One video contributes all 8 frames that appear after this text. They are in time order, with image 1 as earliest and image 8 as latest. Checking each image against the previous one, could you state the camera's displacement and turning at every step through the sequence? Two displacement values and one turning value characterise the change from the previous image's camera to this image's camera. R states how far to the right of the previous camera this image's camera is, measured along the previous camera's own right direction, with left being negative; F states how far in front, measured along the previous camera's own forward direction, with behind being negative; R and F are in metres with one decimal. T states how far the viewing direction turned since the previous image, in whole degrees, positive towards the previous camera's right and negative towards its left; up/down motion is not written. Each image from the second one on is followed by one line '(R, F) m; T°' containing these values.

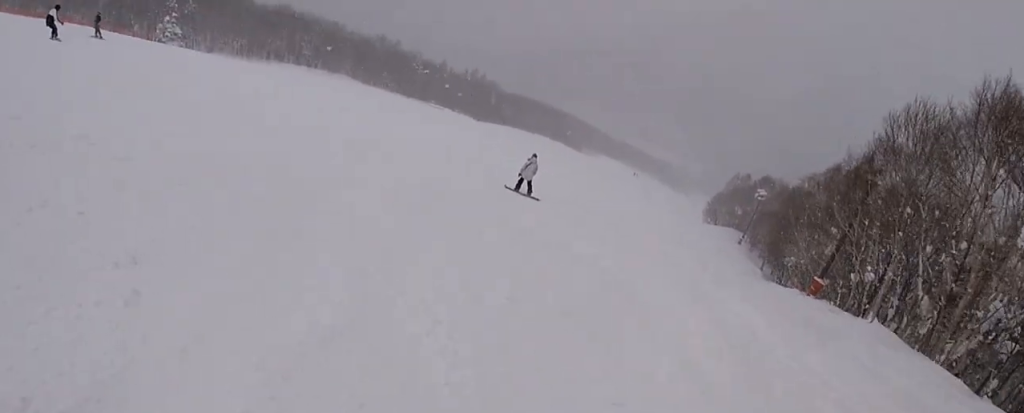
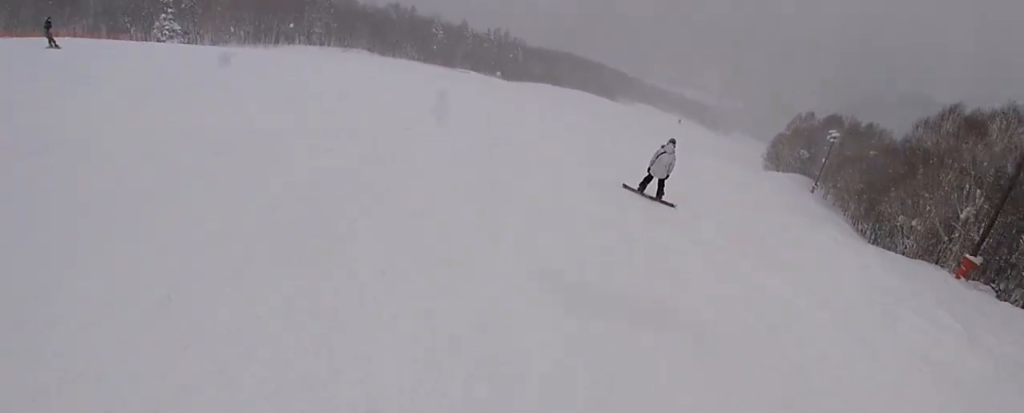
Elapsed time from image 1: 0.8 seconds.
(-0.2, +7.9) m; +6°
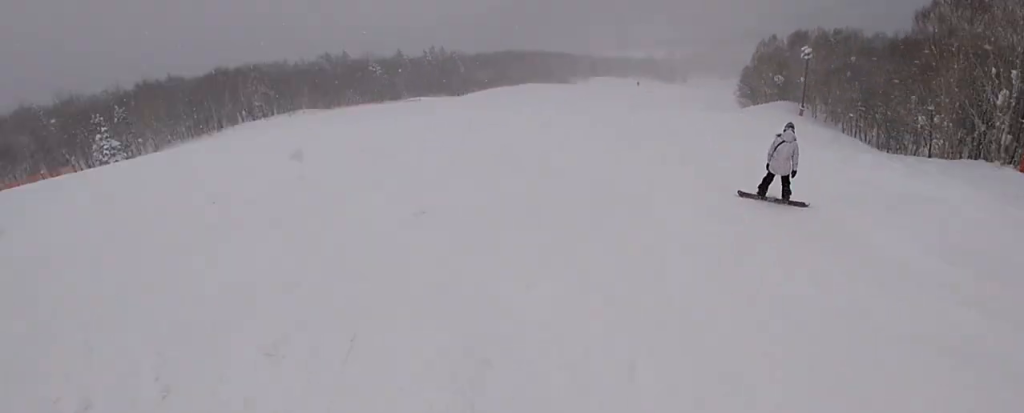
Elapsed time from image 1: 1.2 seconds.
(-0.6, +4.5) m; +6°
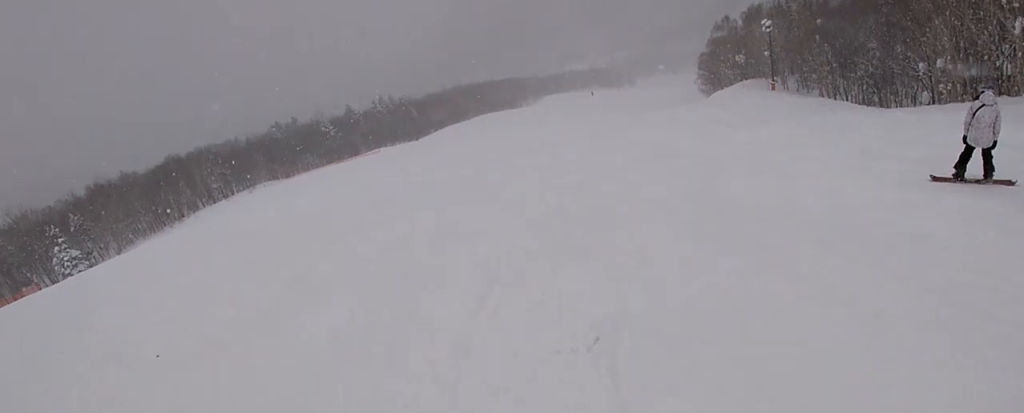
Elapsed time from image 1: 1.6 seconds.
(+1.0, +4.8) m; +9°
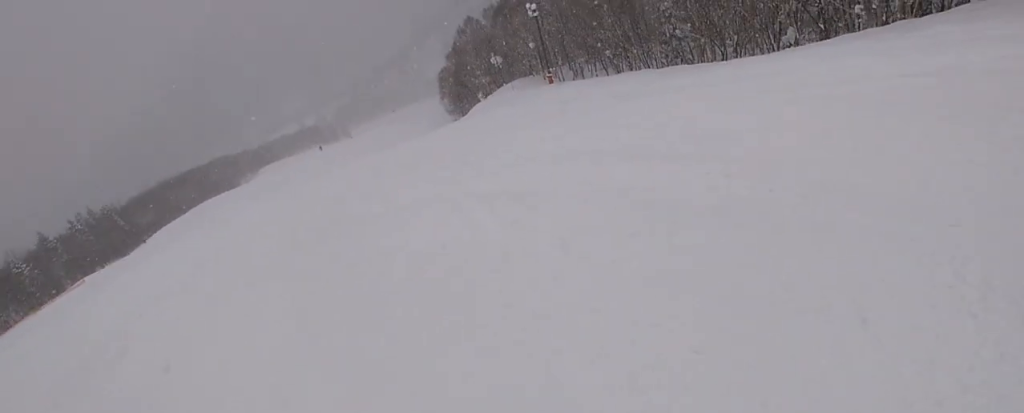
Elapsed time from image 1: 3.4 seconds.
(+5.4, +18.4) m; +33°
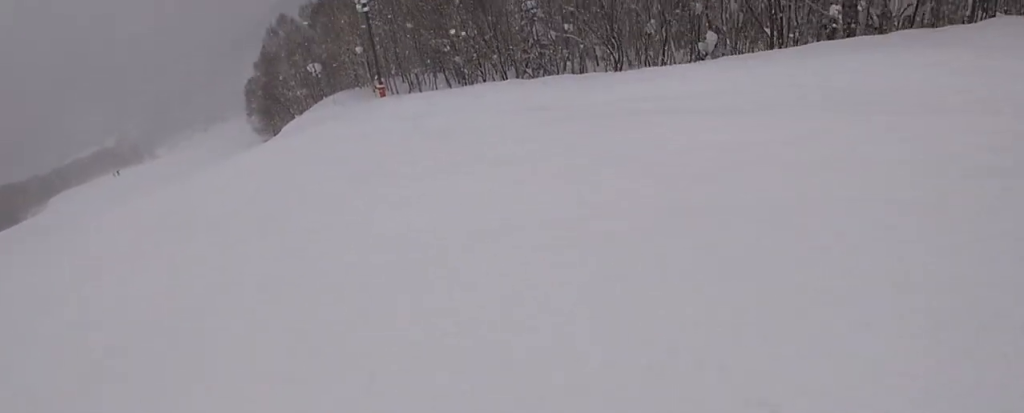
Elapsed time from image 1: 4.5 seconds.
(+2.1, +12.2) m; +9°
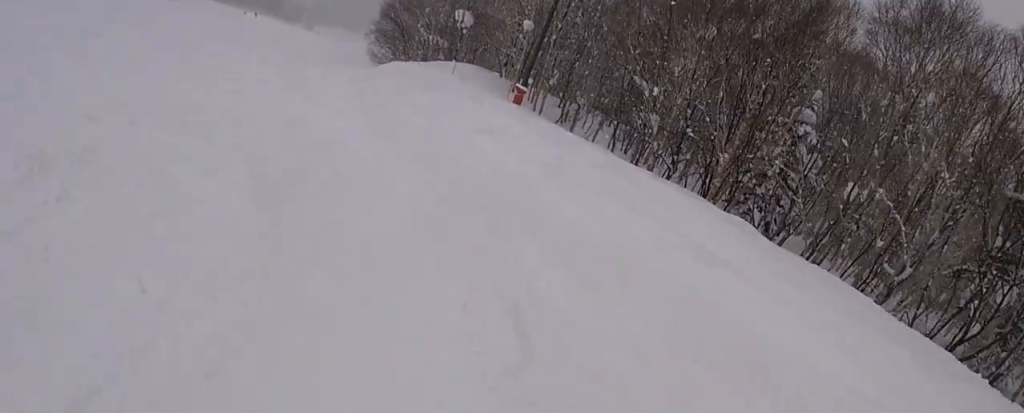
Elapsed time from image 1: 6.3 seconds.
(-2.3, +20.3) m; -23°
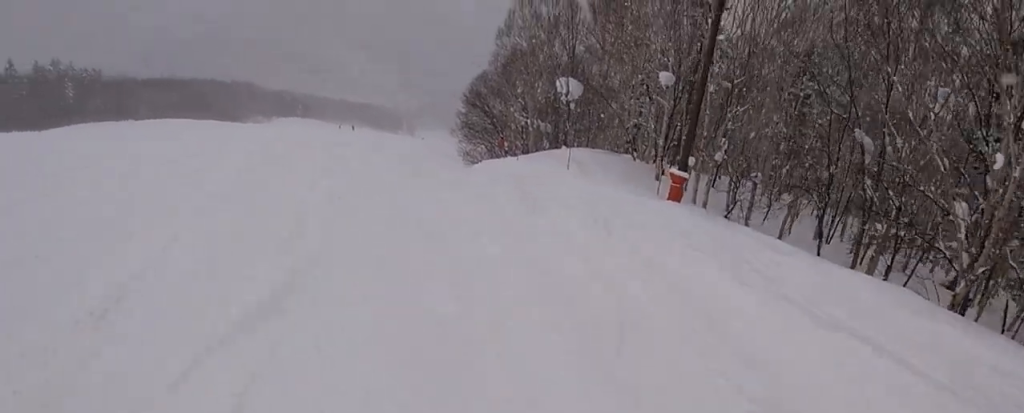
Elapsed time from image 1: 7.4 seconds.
(-2.1, +12.2) m; -14°
